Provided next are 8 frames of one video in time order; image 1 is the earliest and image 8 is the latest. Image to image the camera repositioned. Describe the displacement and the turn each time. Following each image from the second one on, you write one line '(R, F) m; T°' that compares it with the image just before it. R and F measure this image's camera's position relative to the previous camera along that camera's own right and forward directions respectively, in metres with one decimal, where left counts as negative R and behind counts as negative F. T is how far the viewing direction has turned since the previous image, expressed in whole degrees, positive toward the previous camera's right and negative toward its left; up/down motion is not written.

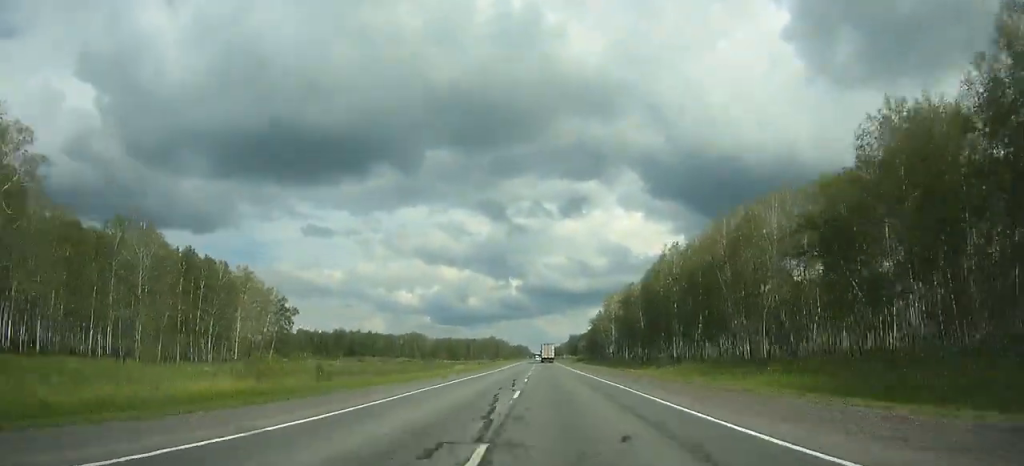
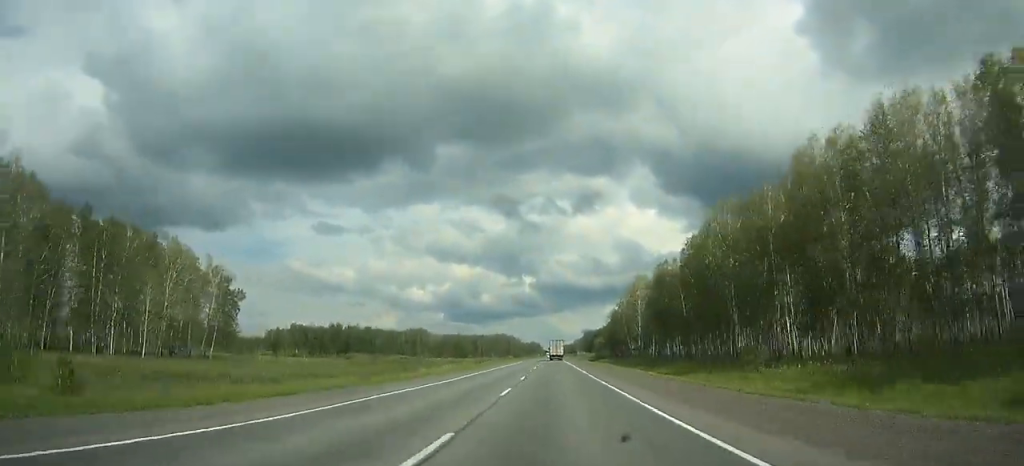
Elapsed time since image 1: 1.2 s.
(+0.3, +32.4) m; 0°
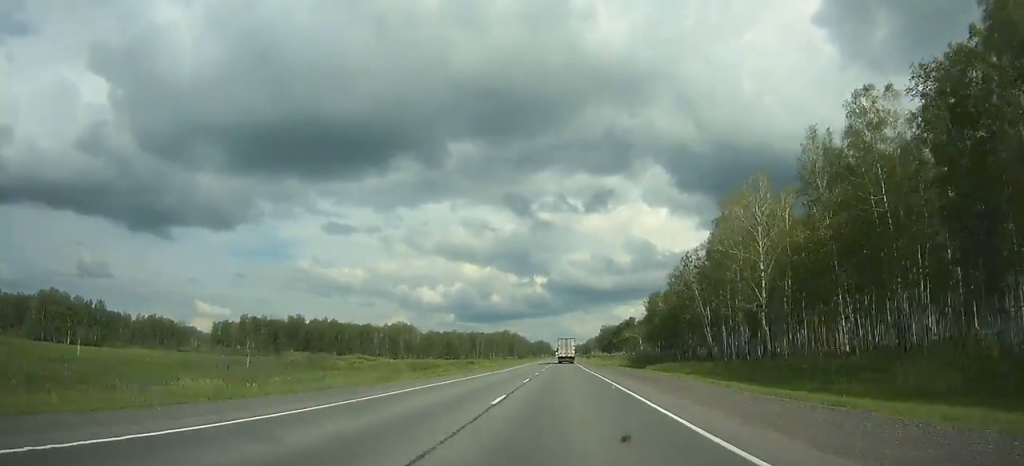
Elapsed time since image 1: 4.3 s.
(-1.2, +84.0) m; -1°
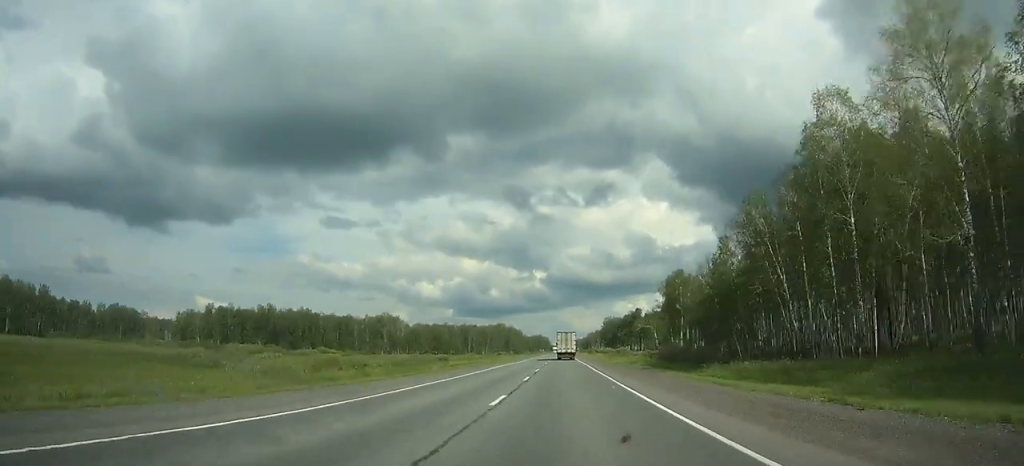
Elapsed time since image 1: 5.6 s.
(-0.1, +36.4) m; 0°
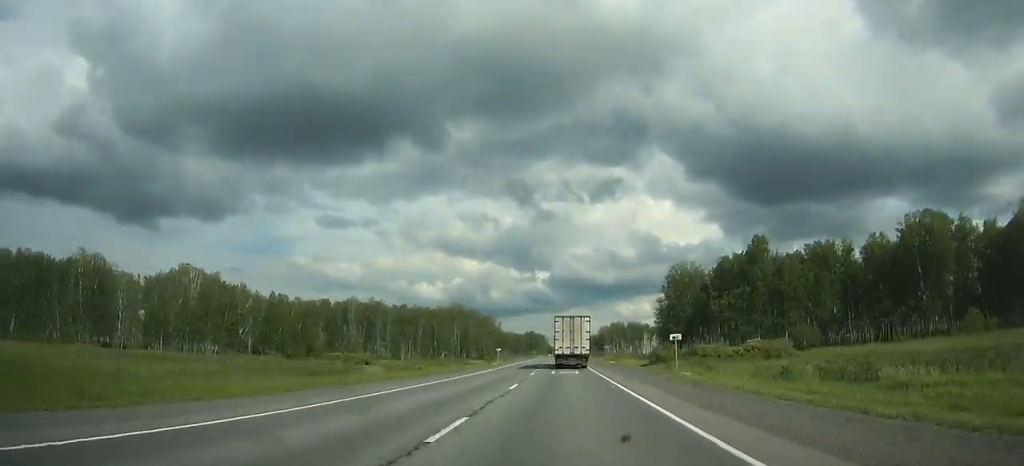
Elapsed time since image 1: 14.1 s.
(+0.2, +217.9) m; 0°
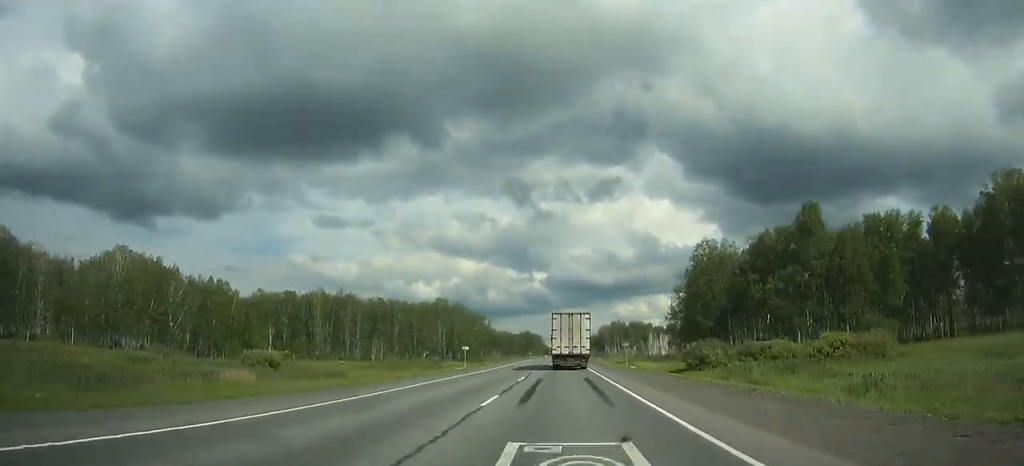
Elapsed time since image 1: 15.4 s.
(+0.1, +29.2) m; 0°
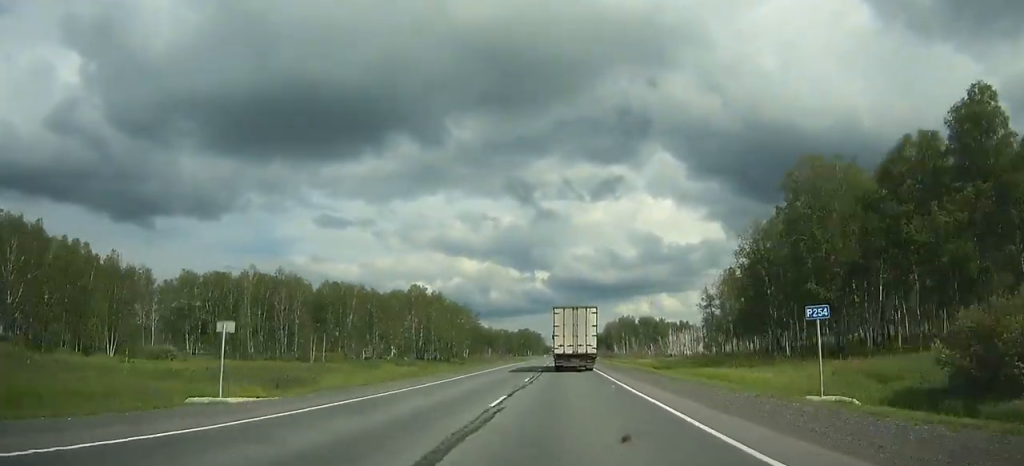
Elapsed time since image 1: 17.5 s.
(+0.1, +46.3) m; 0°
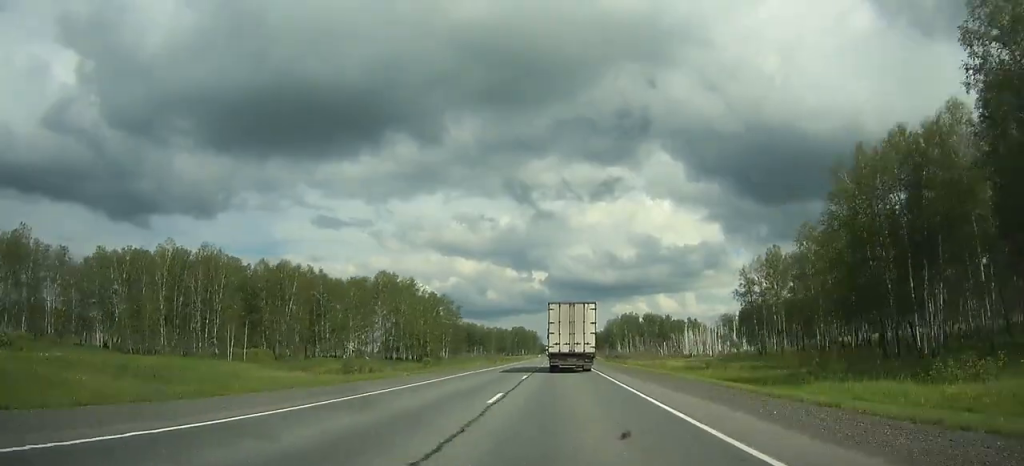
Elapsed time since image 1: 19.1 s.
(0.0, +34.8) m; 0°
